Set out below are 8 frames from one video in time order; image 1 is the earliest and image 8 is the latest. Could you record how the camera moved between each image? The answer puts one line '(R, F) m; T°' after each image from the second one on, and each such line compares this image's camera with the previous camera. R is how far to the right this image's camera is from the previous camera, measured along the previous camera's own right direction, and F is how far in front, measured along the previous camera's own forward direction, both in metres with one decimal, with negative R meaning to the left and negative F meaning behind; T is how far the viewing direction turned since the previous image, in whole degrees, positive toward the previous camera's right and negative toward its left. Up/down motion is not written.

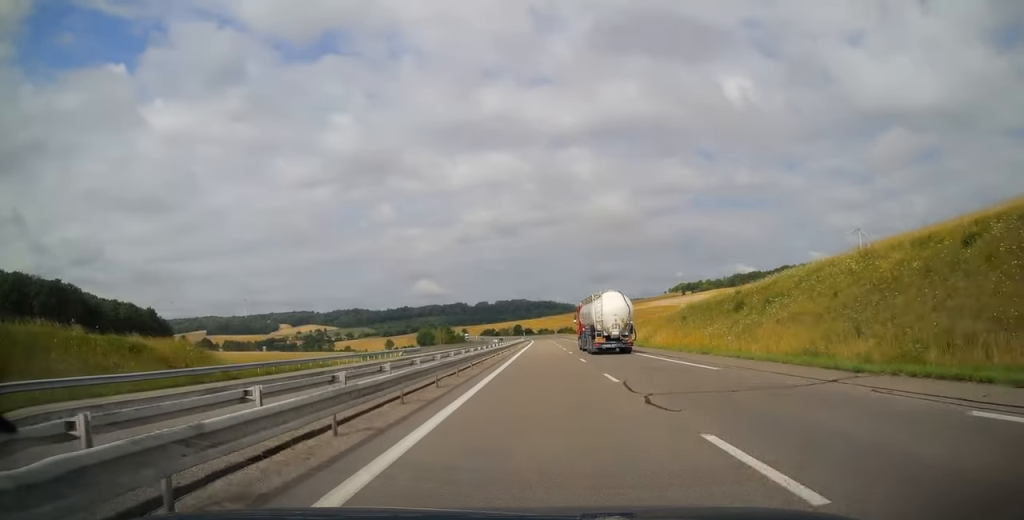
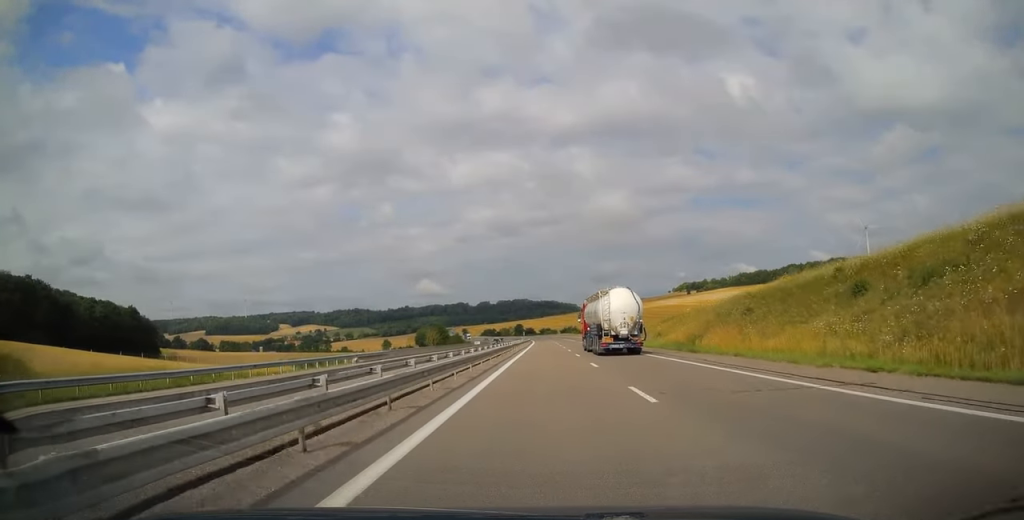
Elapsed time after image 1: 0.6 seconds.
(-0.3, +17.2) m; 0°
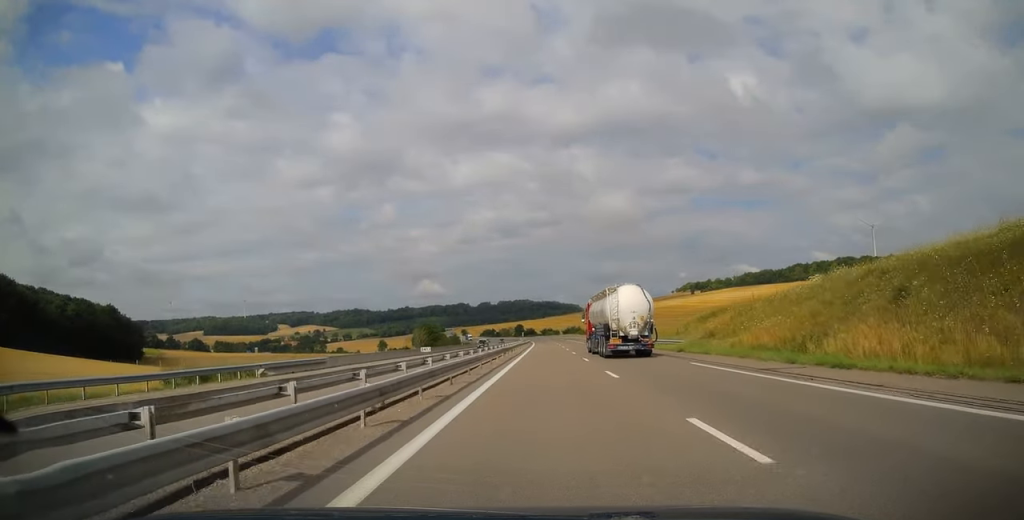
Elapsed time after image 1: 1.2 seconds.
(0.0, +17.7) m; 0°
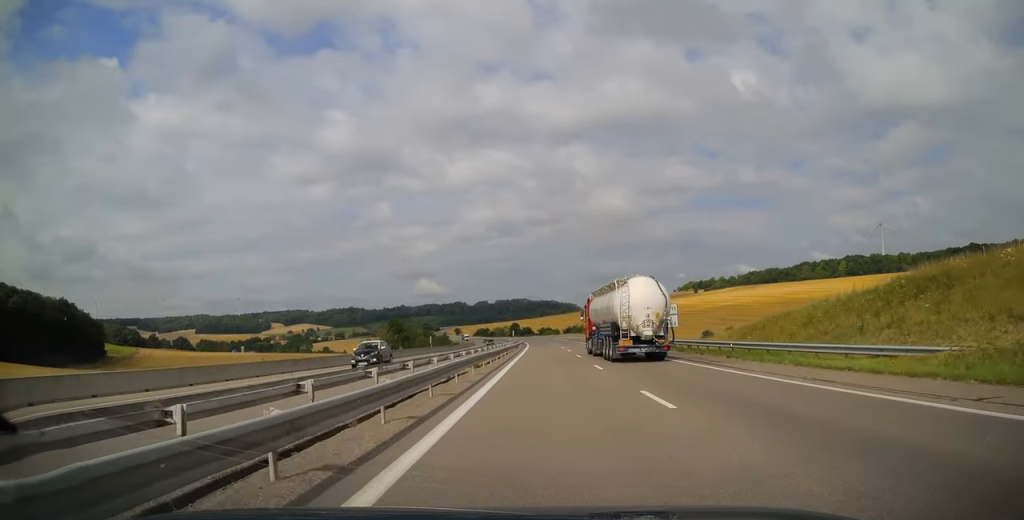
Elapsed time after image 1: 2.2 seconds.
(+0.1, +31.5) m; 0°
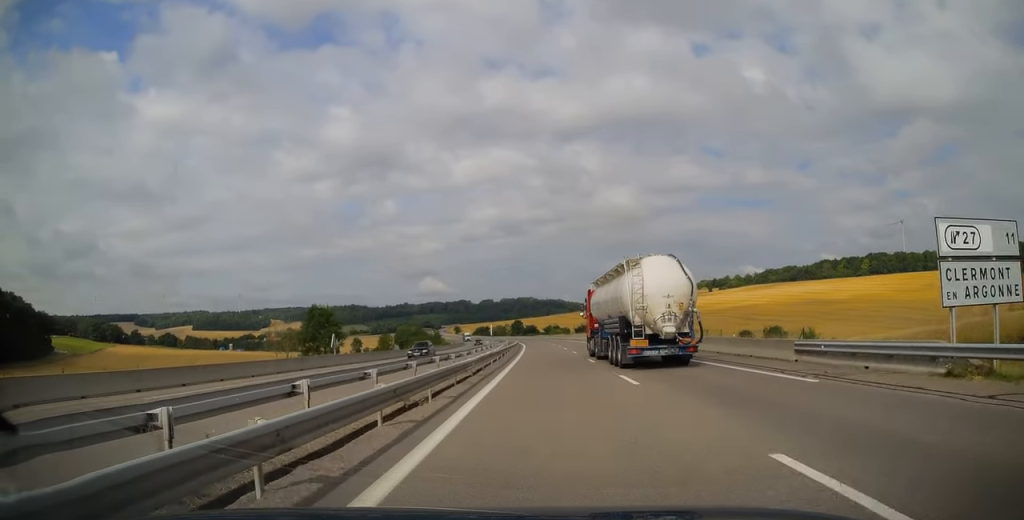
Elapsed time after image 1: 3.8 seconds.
(-0.4, +44.2) m; -1°
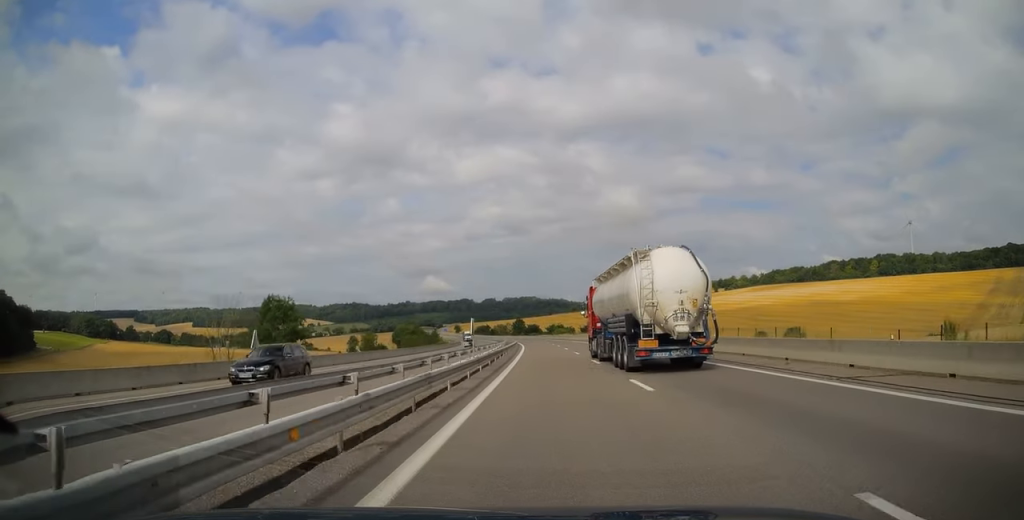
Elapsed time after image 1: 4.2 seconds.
(-0.1, +13.8) m; 0°
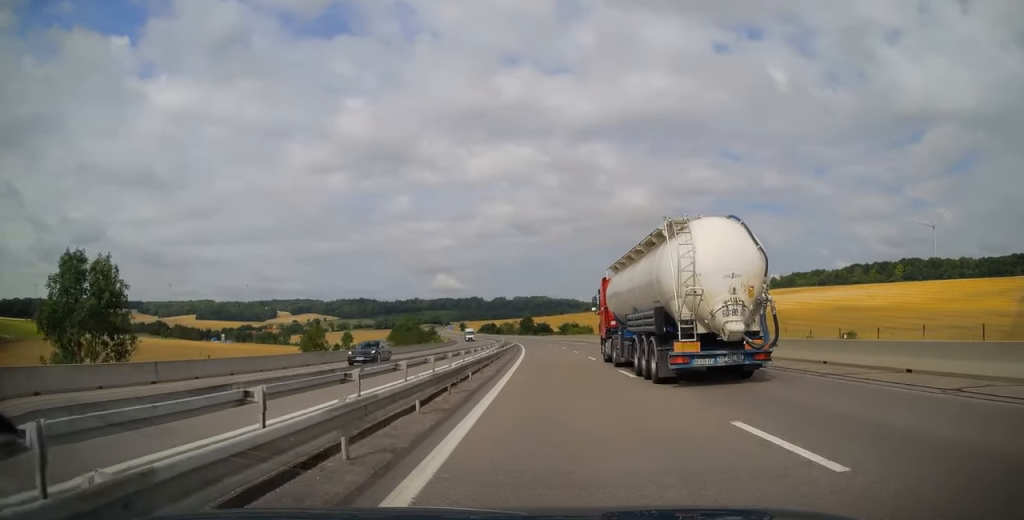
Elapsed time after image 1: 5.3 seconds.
(-0.1, +32.4) m; 0°
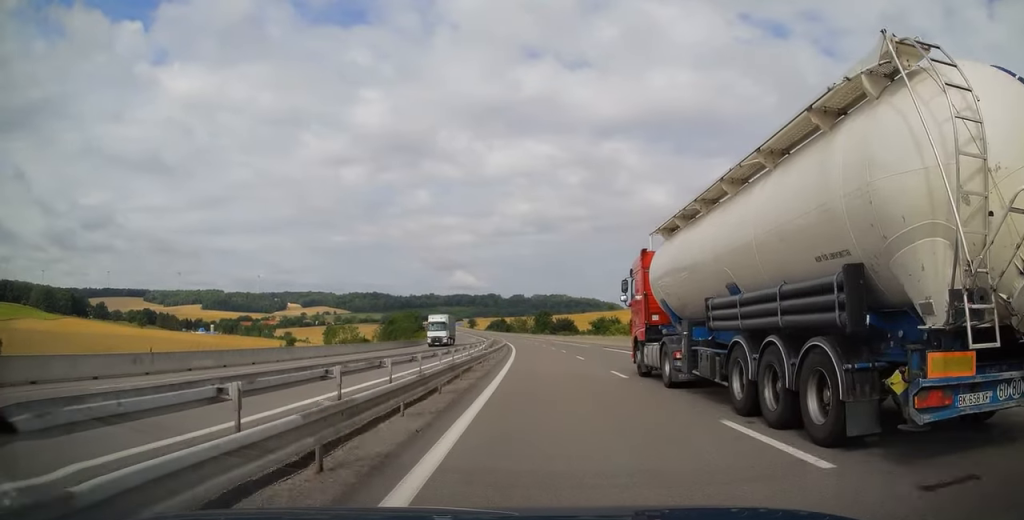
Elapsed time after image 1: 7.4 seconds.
(-1.9, +60.2) m; -4°
